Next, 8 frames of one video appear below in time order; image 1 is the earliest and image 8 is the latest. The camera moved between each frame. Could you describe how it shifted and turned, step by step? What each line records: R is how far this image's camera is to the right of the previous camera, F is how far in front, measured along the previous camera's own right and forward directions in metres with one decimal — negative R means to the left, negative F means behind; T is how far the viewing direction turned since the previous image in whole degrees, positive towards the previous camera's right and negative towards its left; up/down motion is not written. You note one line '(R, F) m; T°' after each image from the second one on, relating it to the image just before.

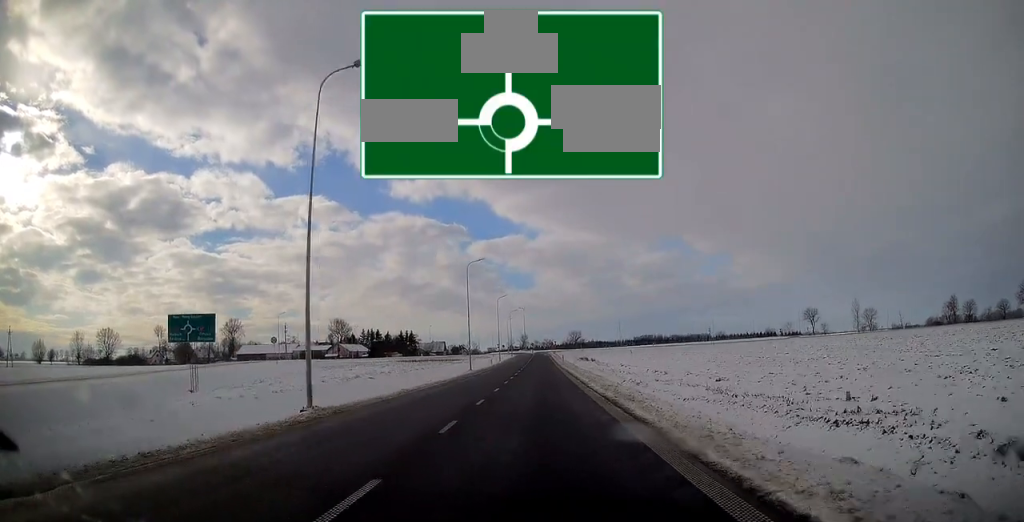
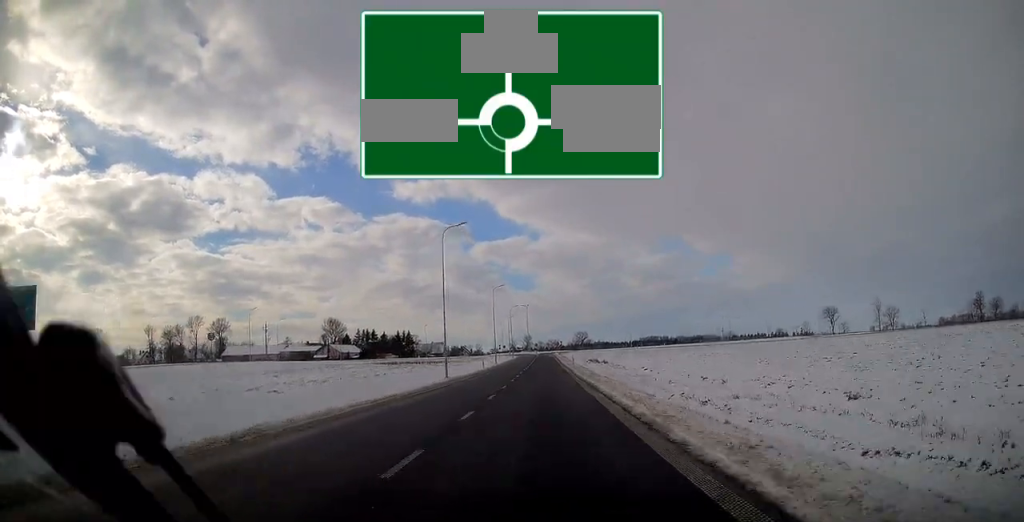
(-0.1, +16.4) m; 0°
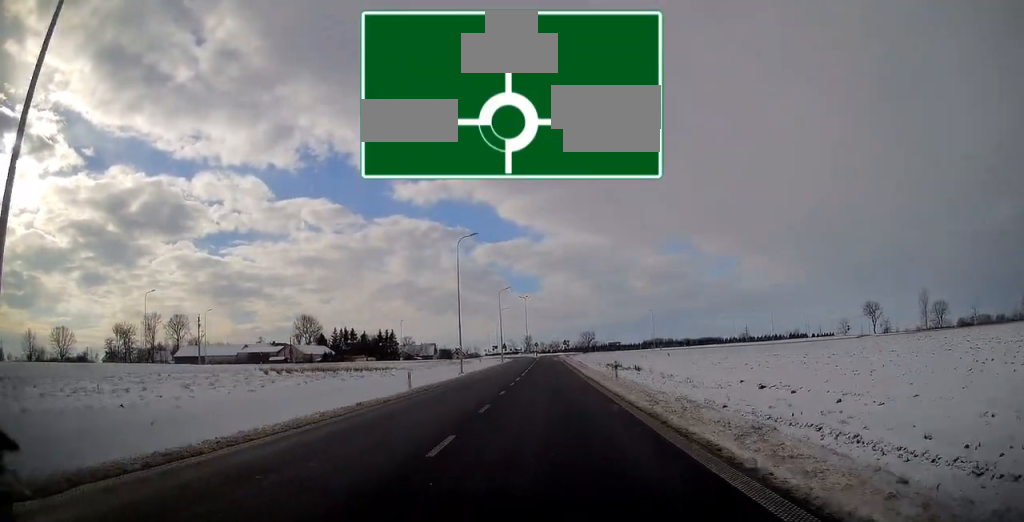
(-0.2, +35.1) m; 0°
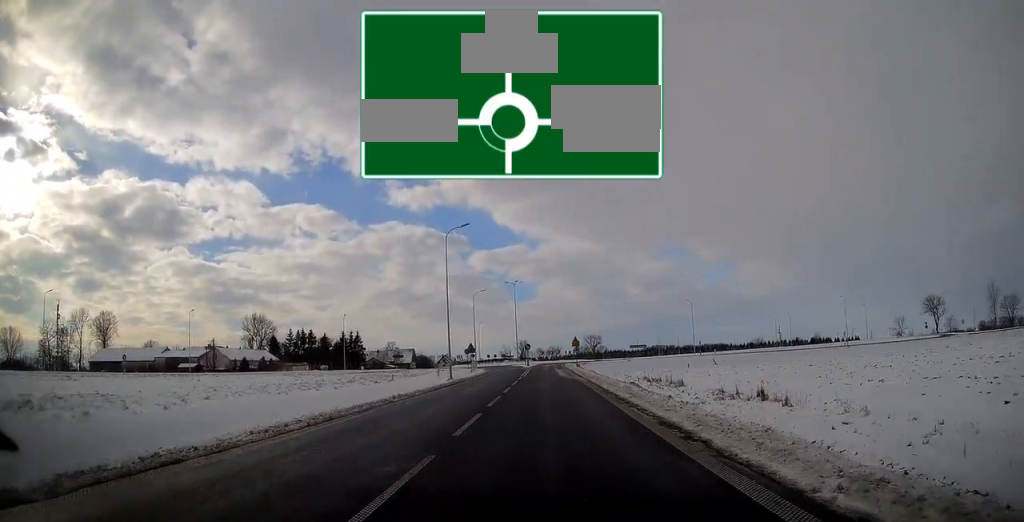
(+0.1, +44.0) m; 0°
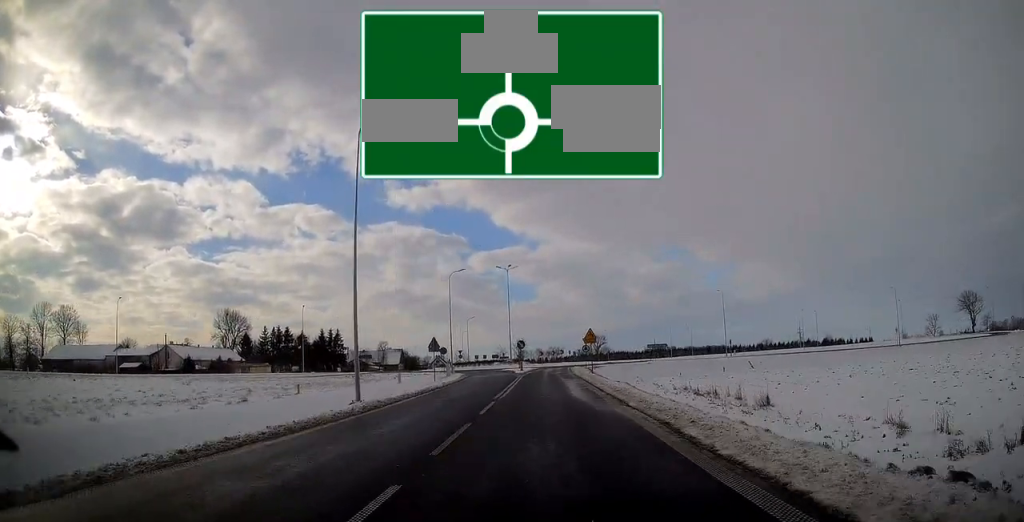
(0.0, +19.2) m; 0°
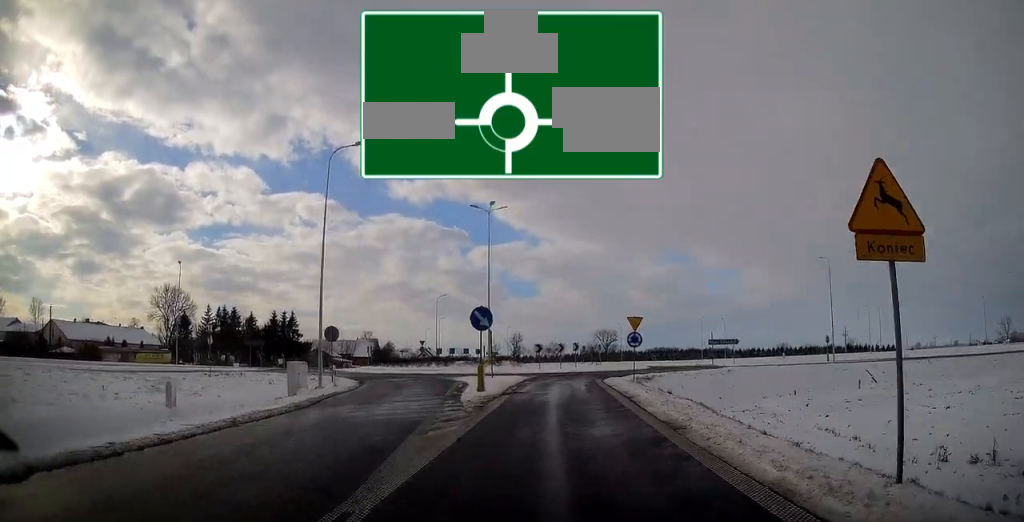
(+0.1, +32.5) m; +1°
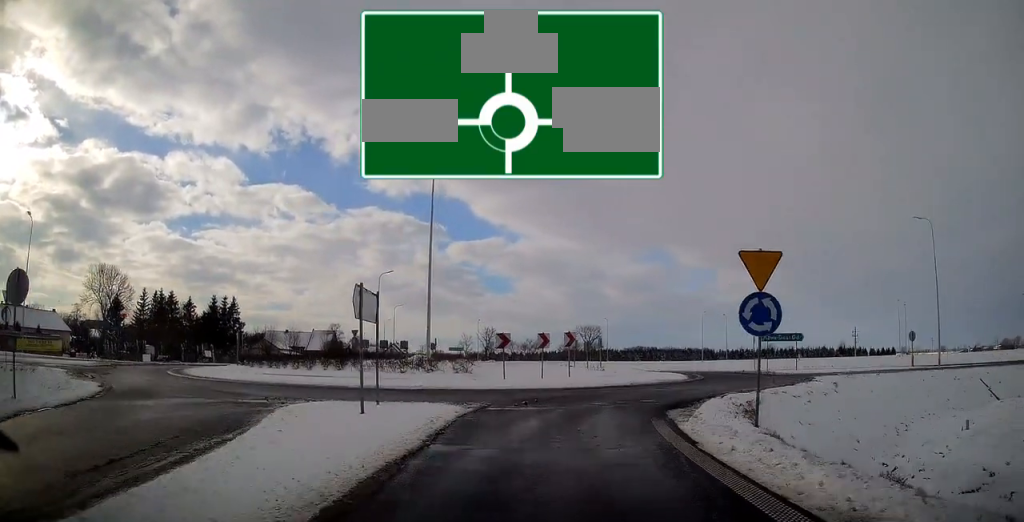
(+0.2, +18.8) m; +7°
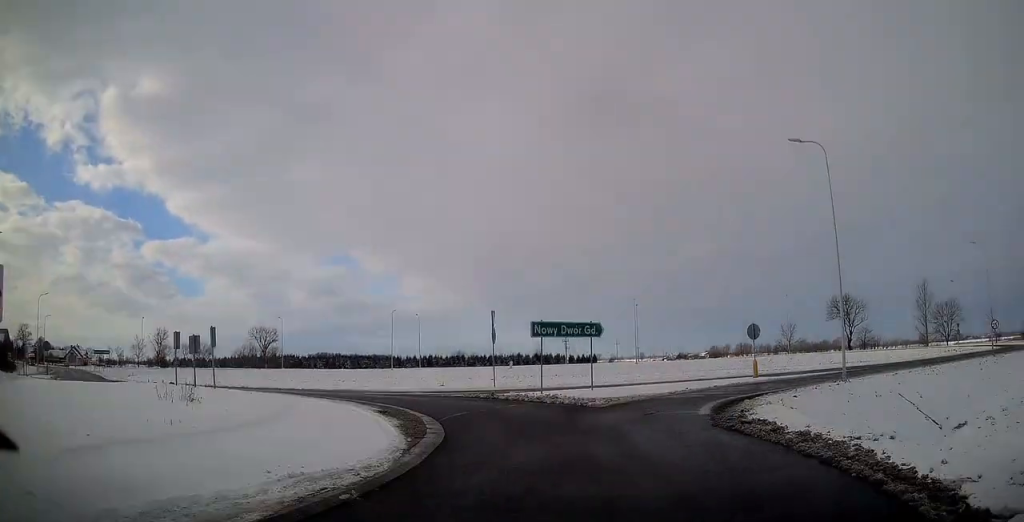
(+3.0, +21.7) m; +12°
